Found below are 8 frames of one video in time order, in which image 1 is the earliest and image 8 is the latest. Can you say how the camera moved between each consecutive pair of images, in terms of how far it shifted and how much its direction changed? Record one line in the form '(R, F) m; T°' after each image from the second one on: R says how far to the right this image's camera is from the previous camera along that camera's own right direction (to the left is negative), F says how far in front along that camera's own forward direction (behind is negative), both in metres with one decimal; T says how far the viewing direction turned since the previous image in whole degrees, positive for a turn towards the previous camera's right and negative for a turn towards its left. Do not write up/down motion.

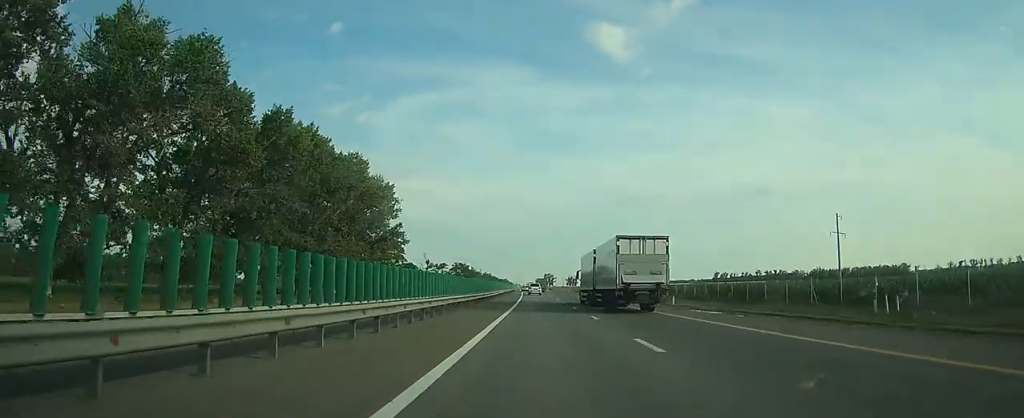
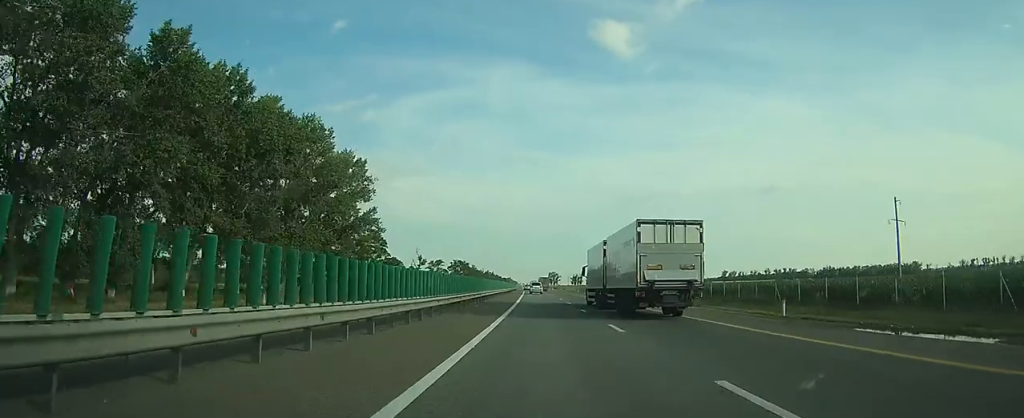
(0.0, +18.4) m; 0°
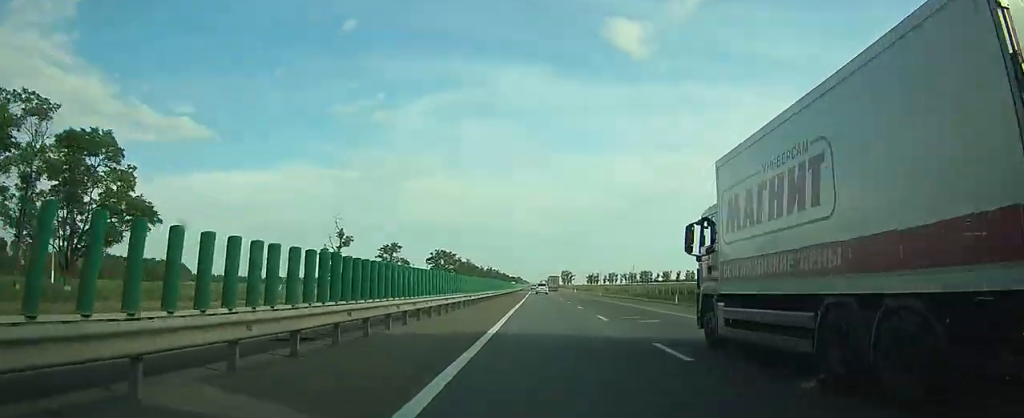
(-1.6, +78.3) m; -2°
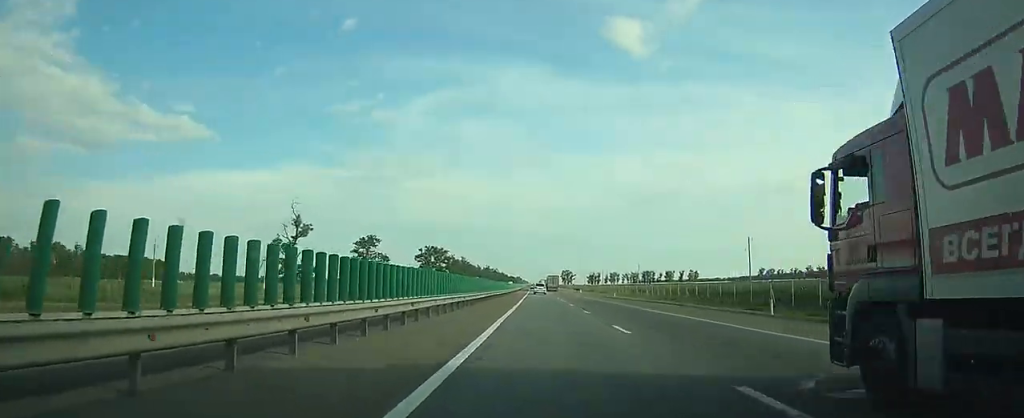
(0.0, +17.8) m; 0°
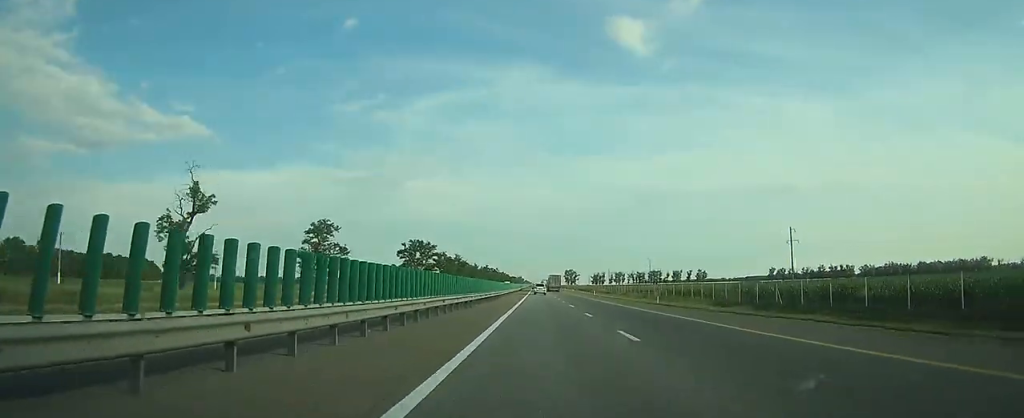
(+0.1, +25.8) m; 0°
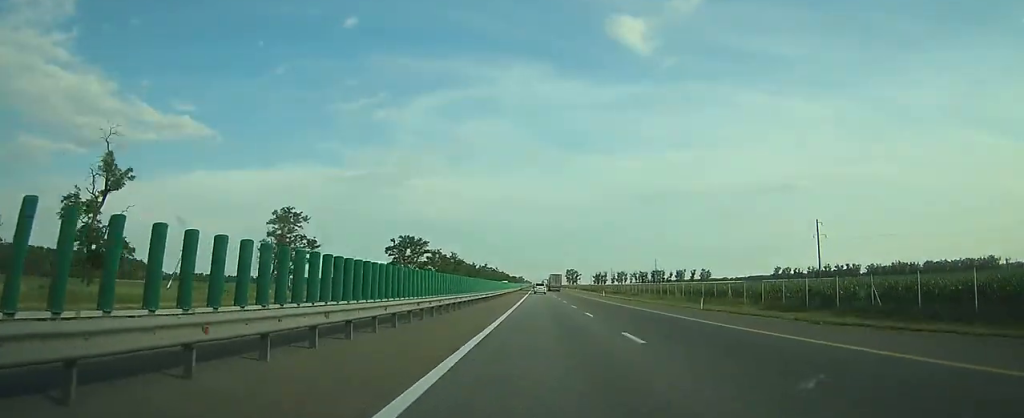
(0.0, +13.0) m; 0°
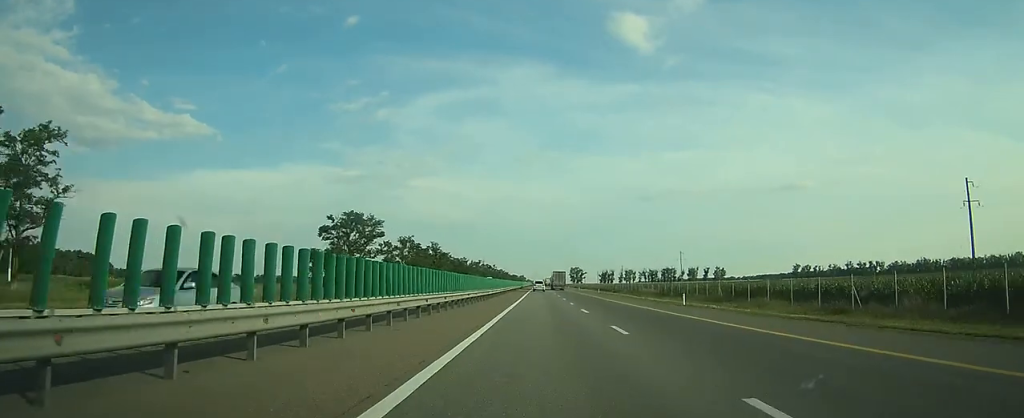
(-0.2, +46.1) m; 0°
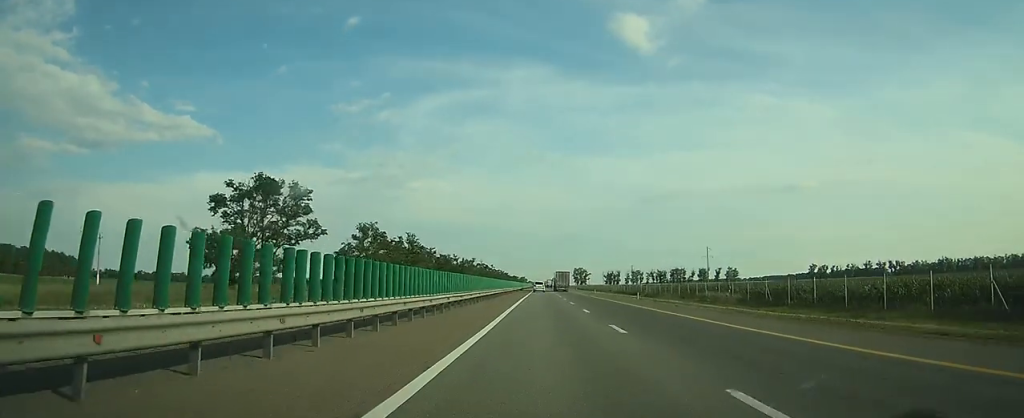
(0.0, +35.3) m; 0°
